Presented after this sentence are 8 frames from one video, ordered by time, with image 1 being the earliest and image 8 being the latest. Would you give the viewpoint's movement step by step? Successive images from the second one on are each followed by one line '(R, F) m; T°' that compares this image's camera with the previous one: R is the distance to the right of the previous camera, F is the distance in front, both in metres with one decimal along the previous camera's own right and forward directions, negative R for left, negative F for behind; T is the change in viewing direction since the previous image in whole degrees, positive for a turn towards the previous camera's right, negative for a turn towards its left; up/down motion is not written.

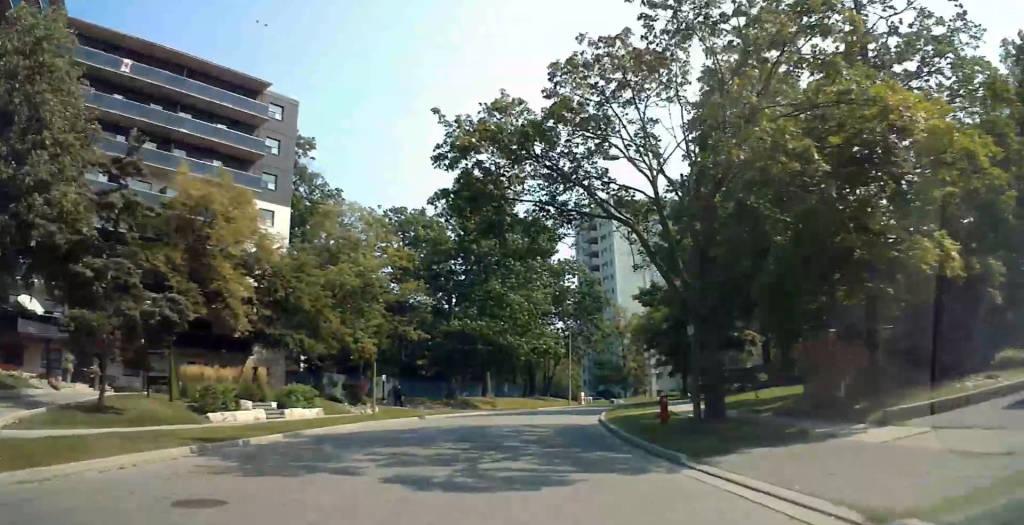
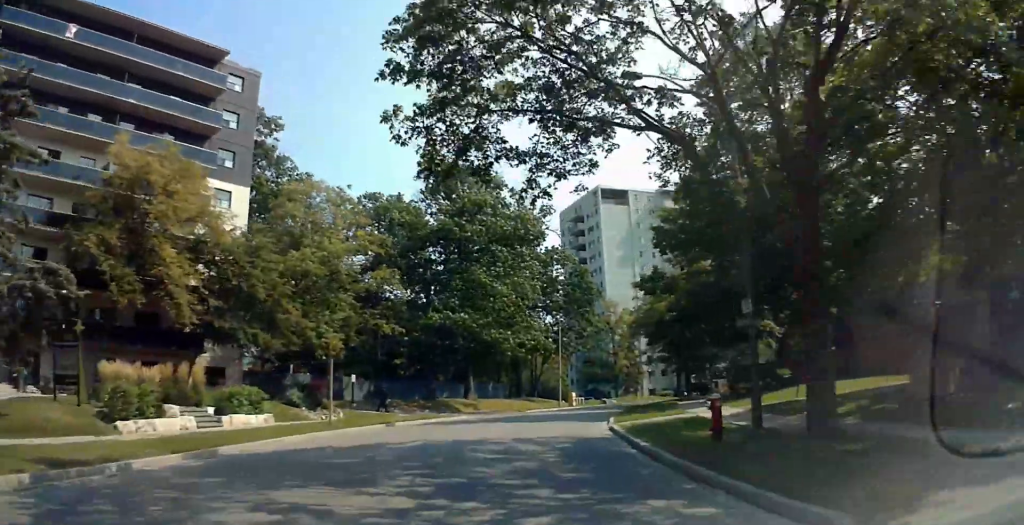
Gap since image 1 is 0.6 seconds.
(-0.1, +5.9) m; +4°
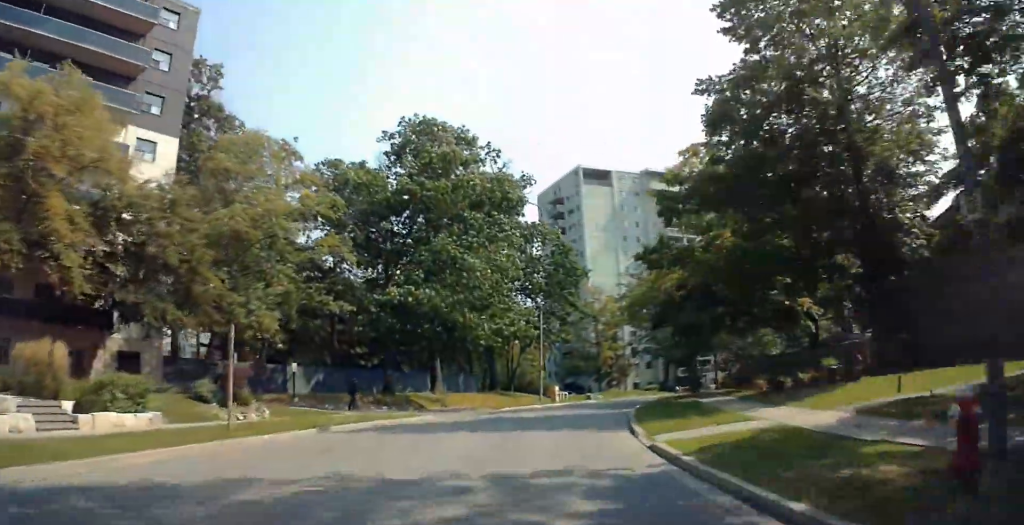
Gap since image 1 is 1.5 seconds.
(+0.6, +8.5) m; +6°
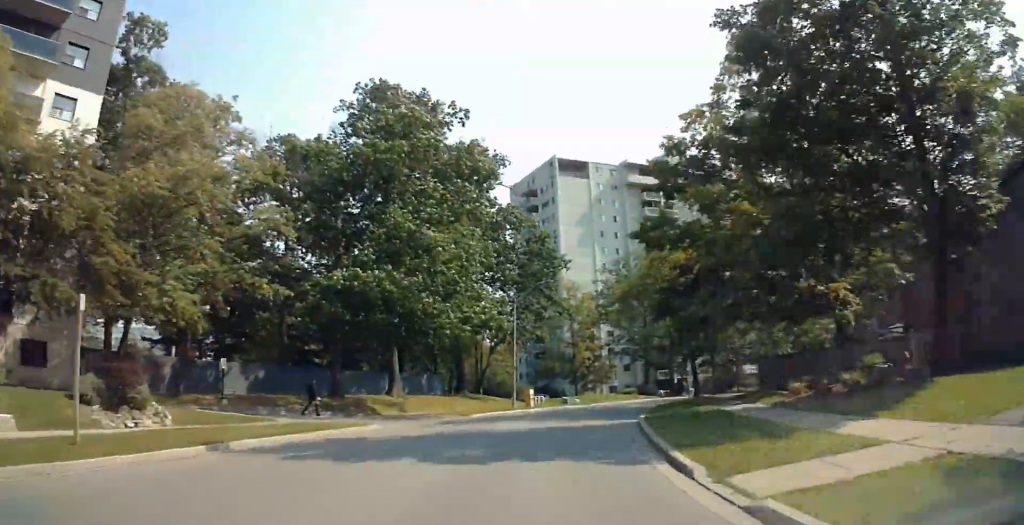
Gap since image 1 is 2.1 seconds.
(+0.3, +6.6) m; +3°
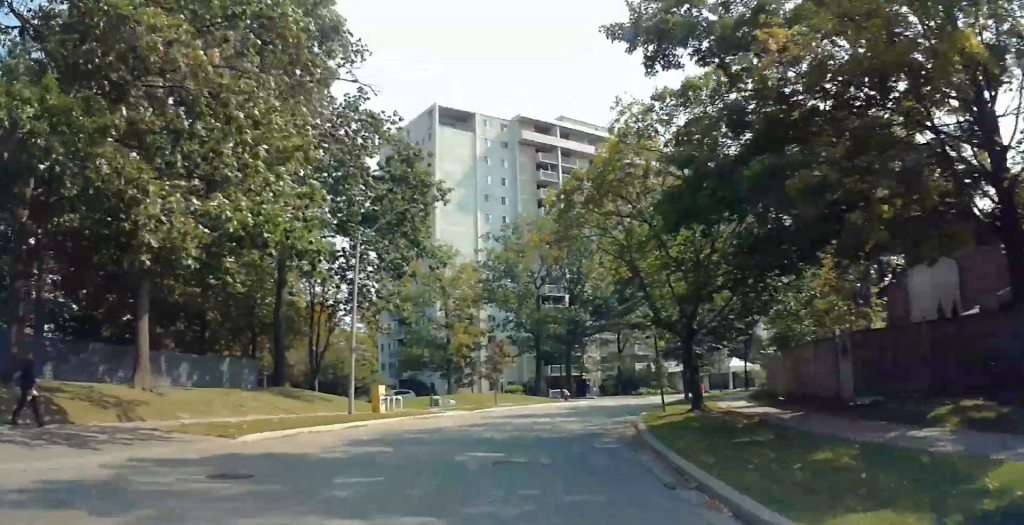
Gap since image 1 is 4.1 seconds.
(+0.1, +19.0) m; 0°
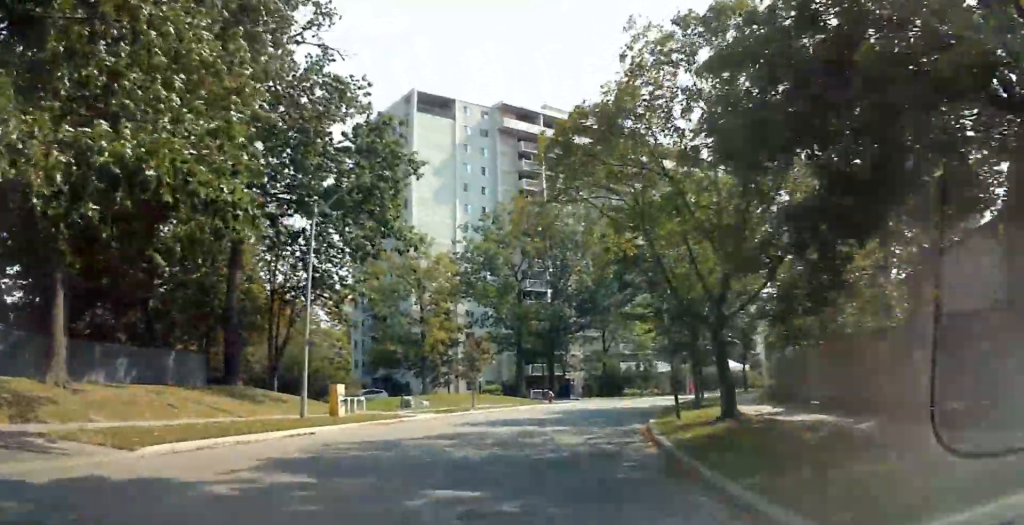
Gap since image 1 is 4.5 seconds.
(0.0, +4.2) m; 0°
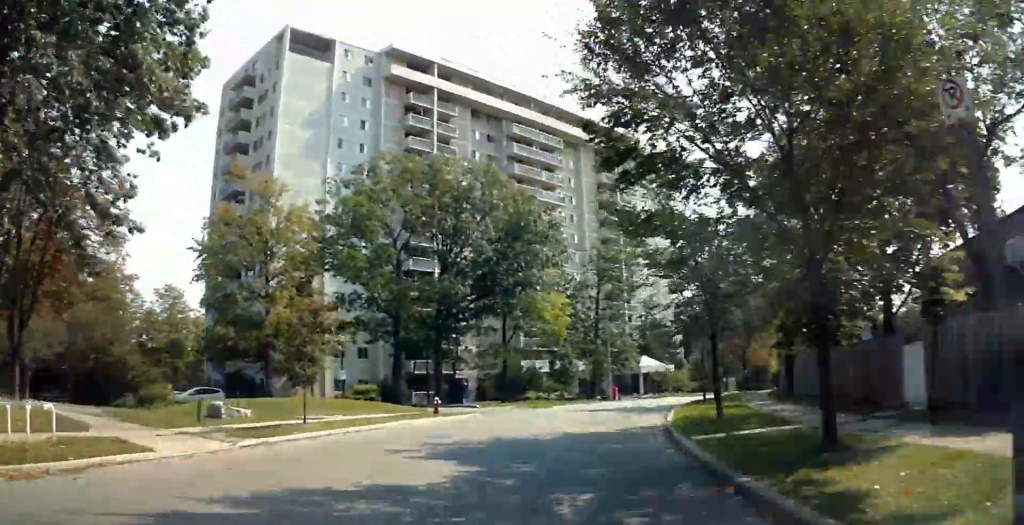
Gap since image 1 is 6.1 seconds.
(+0.4, +15.2) m; +7°
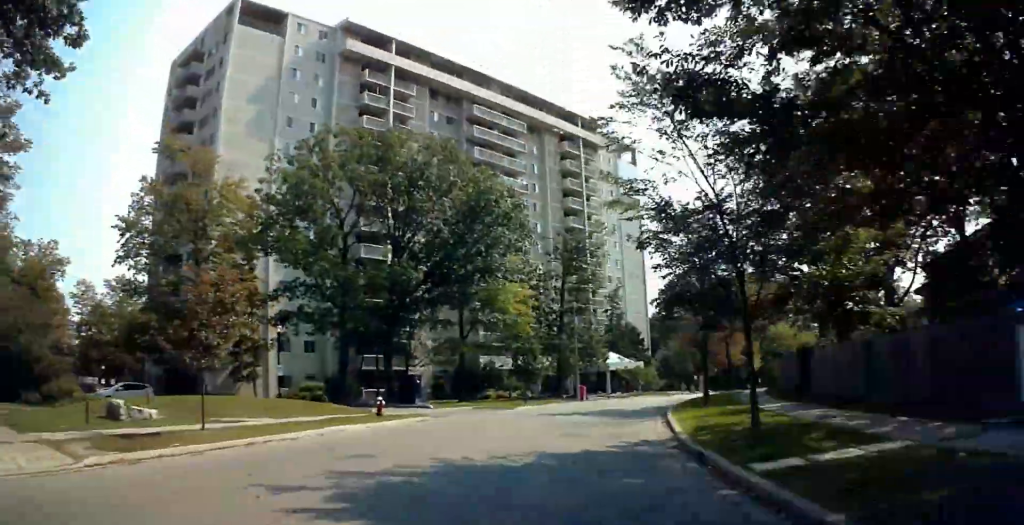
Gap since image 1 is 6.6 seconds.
(+0.4, +5.0) m; +3°
